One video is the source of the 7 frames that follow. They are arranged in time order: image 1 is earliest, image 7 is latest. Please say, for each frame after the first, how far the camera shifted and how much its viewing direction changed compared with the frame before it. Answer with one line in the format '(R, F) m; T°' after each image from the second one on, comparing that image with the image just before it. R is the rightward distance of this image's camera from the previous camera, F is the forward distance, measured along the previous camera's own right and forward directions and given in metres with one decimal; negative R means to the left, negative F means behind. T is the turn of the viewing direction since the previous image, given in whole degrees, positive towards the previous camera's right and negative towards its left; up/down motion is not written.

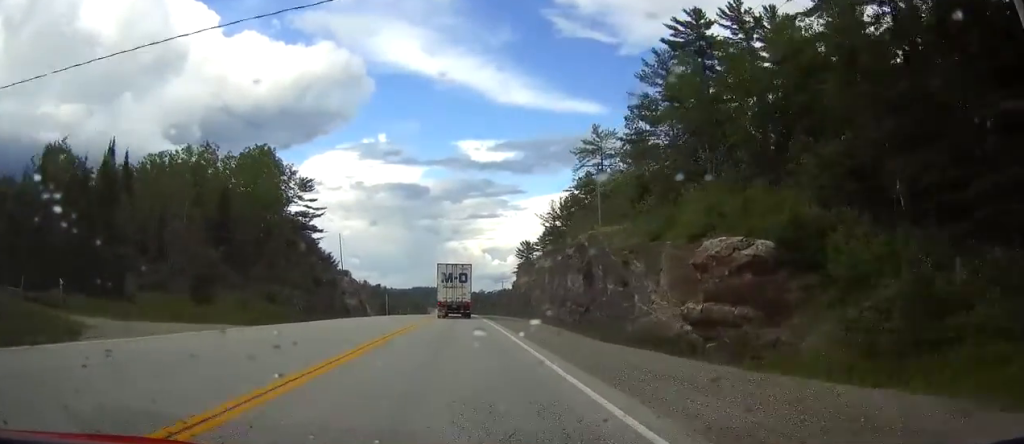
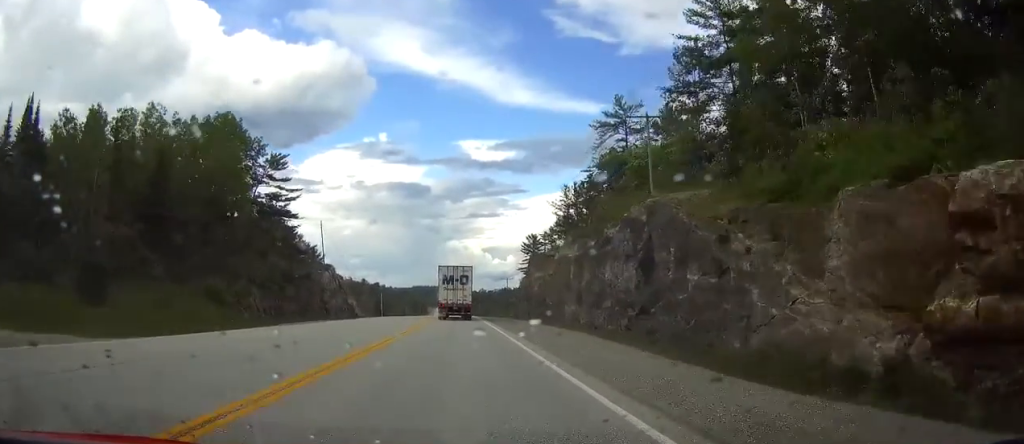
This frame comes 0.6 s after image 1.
(0.0, +17.6) m; 0°
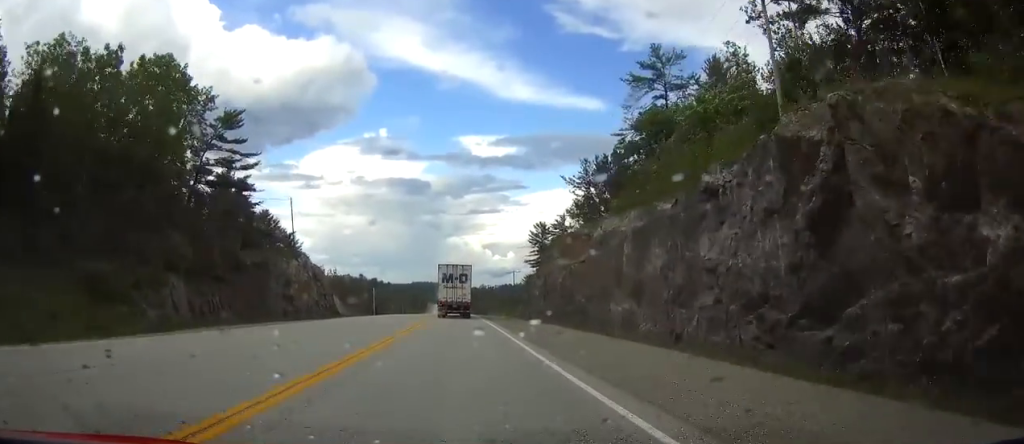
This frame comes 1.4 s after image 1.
(0.0, +20.3) m; 0°
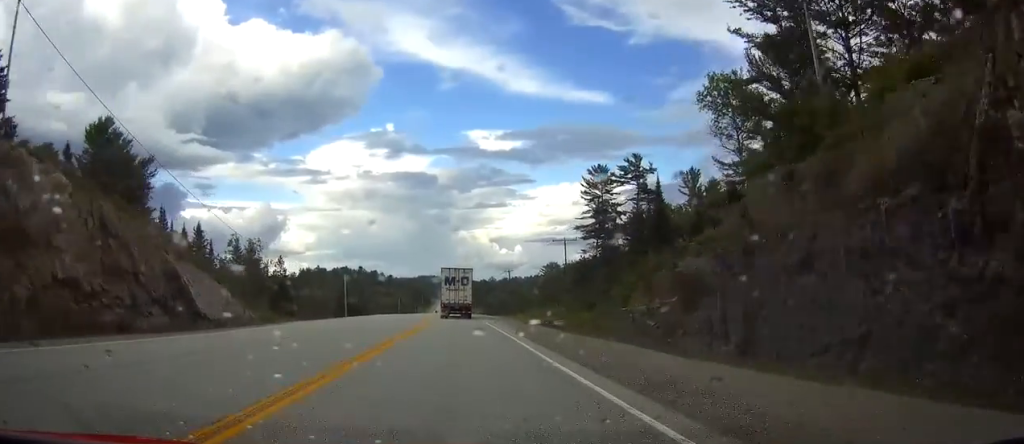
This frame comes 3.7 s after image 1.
(-0.4, +65.0) m; -1°
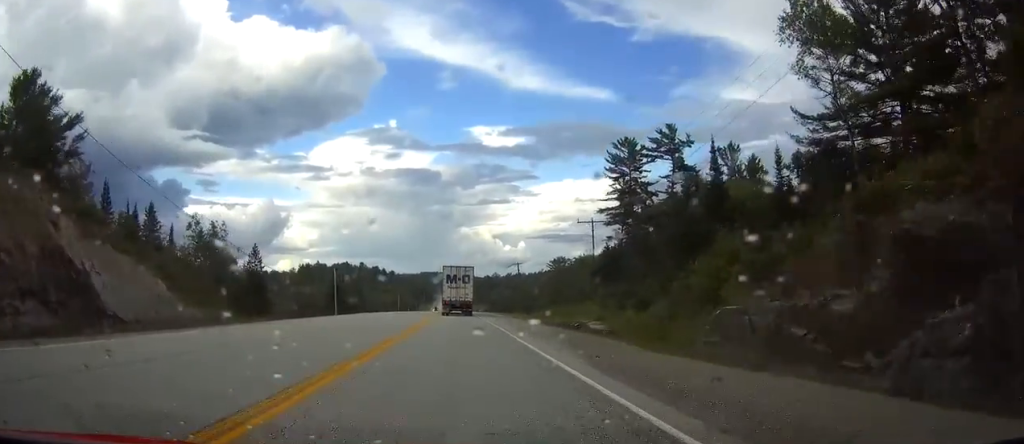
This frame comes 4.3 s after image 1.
(0.0, +15.6) m; 0°
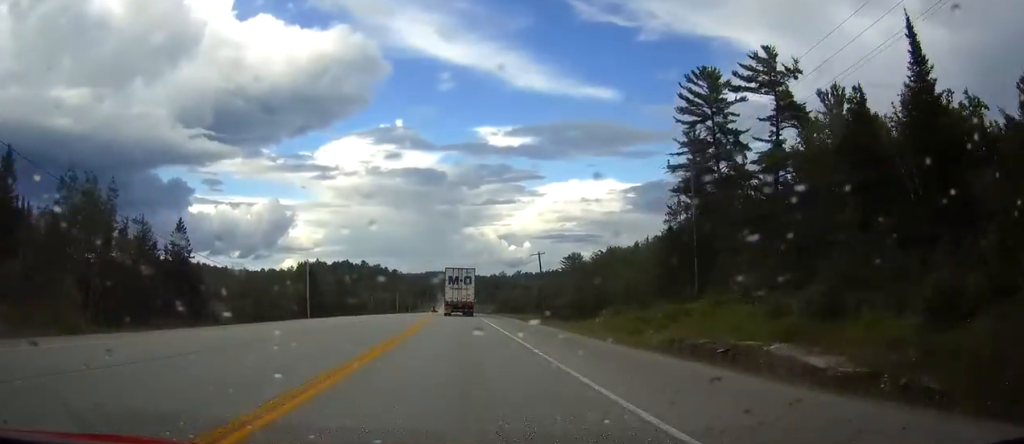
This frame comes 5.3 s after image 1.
(+0.1, +28.6) m; 0°
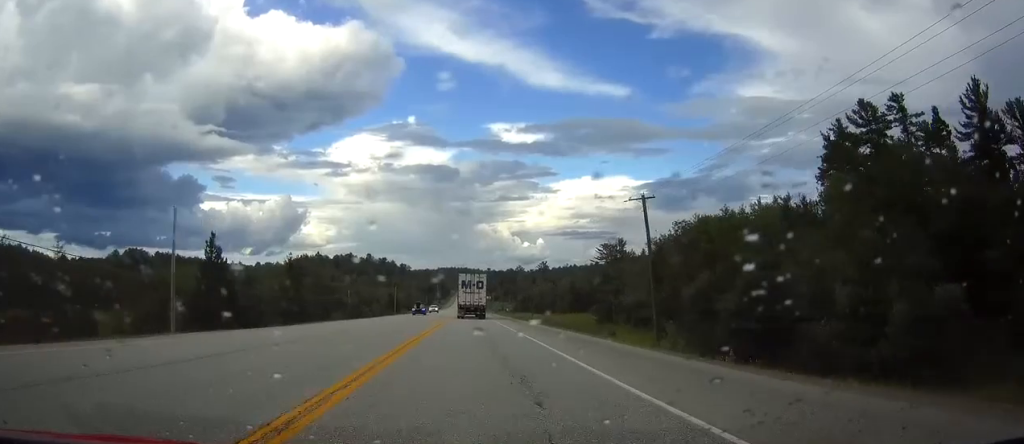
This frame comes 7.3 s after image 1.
(-0.8, +56.0) m; -2°
